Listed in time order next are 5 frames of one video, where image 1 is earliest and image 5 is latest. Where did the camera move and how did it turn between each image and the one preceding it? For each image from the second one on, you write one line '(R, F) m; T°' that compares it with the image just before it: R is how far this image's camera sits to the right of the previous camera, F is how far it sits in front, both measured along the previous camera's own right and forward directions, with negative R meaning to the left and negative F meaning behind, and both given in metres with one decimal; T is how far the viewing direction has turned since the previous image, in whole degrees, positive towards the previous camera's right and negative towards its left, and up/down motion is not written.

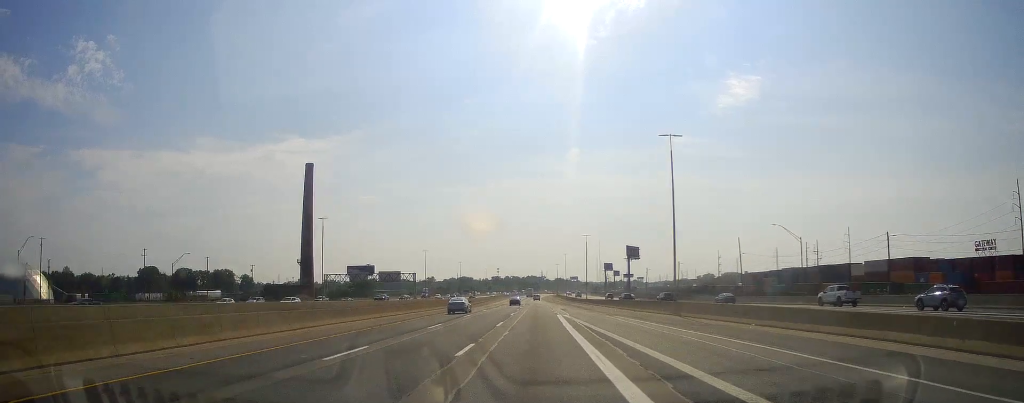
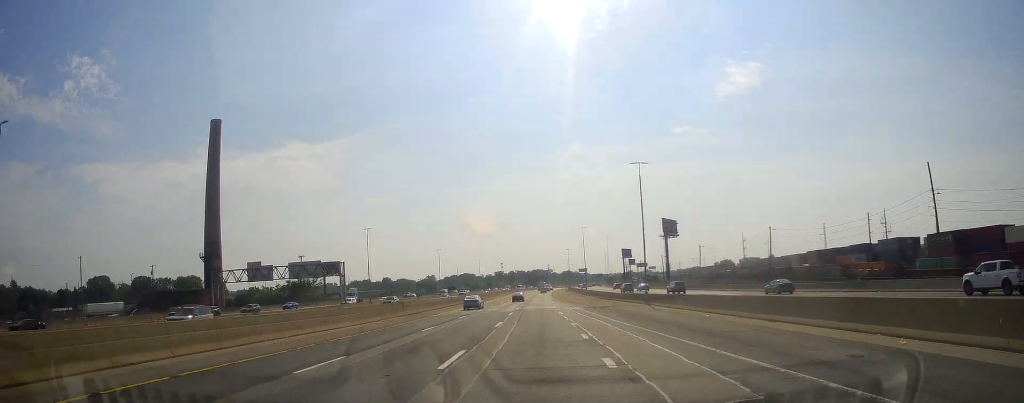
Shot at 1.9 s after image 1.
(-0.9, +64.0) m; -2°
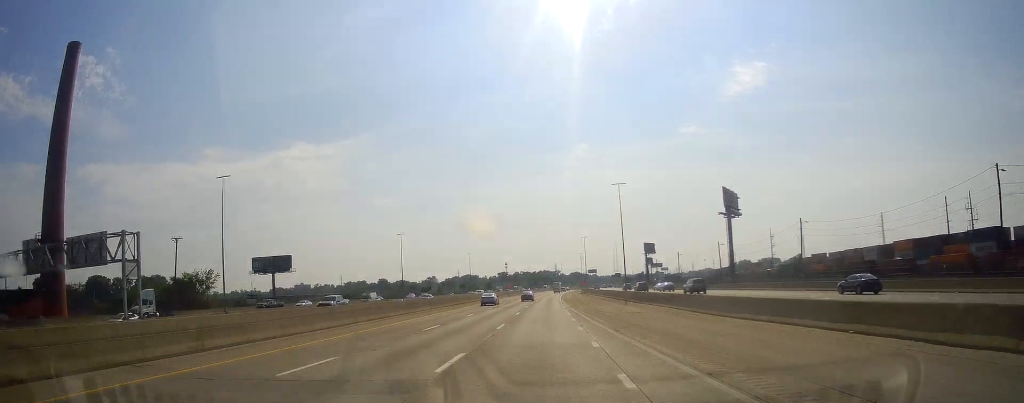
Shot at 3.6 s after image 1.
(0.0, +56.2) m; 0°
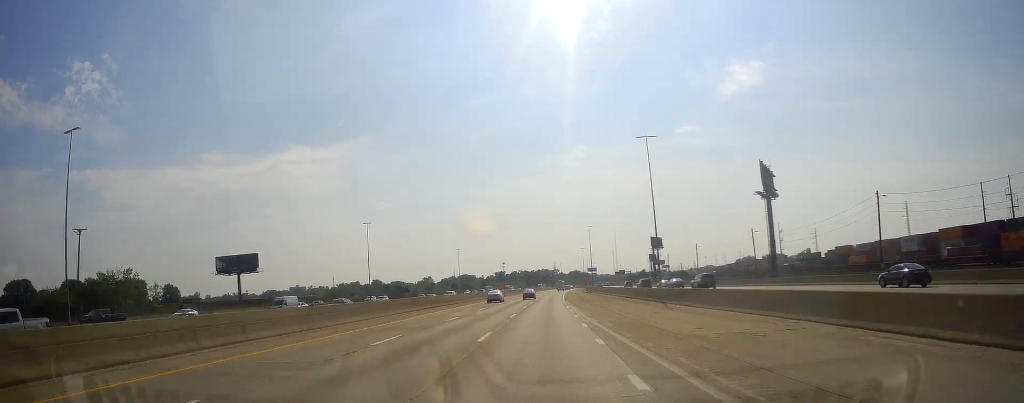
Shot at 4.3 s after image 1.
(0.0, +23.6) m; 0°
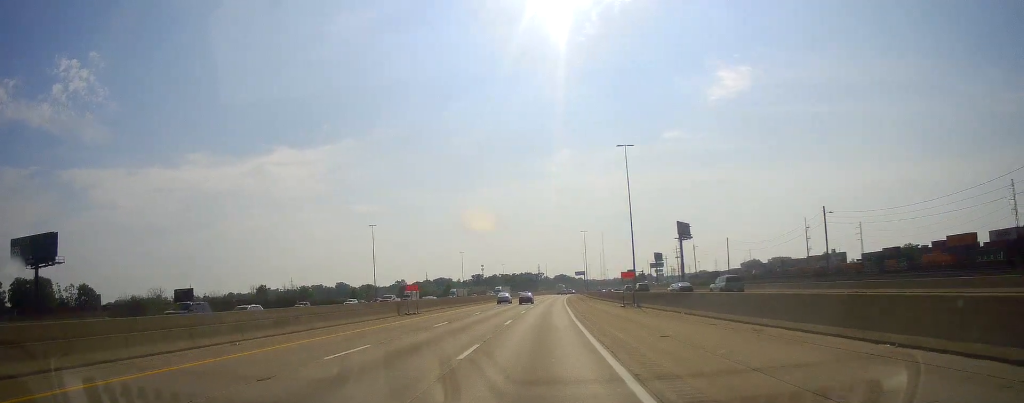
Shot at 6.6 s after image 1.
(-0.2, +79.7) m; 0°
